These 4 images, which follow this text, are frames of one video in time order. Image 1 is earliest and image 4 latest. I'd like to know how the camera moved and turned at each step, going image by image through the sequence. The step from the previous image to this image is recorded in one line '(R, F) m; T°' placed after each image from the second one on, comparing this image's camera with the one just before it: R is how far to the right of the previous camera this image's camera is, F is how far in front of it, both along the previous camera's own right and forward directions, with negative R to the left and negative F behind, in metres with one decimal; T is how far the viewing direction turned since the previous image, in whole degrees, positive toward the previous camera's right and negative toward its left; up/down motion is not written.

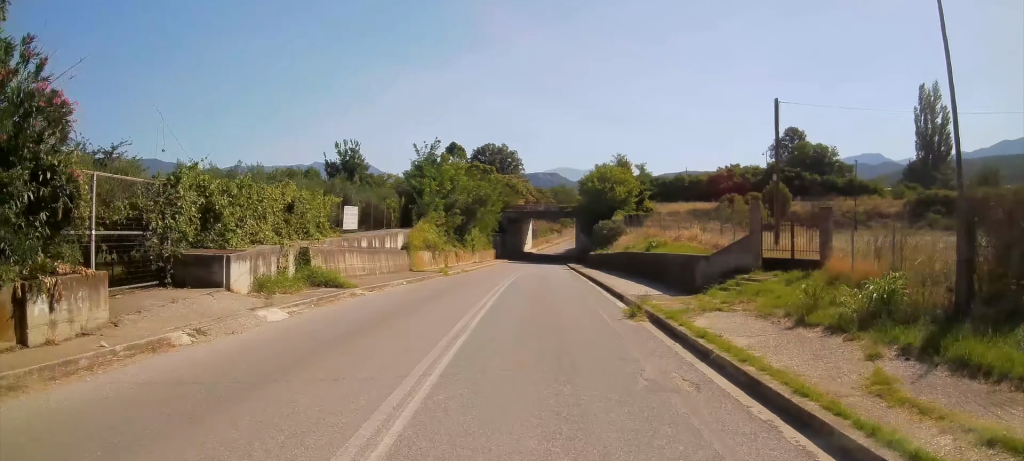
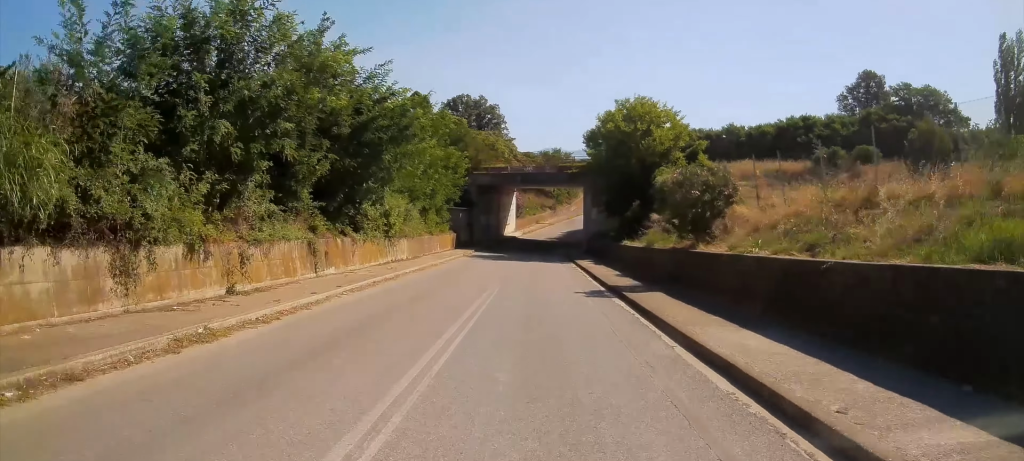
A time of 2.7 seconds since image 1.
(+0.8, +29.8) m; +2°
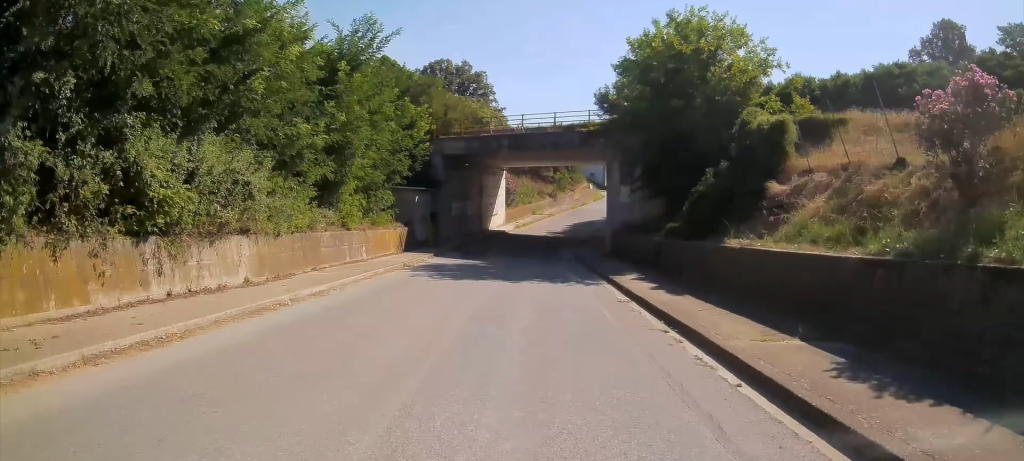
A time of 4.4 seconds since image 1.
(+0.1, +18.9) m; +1°
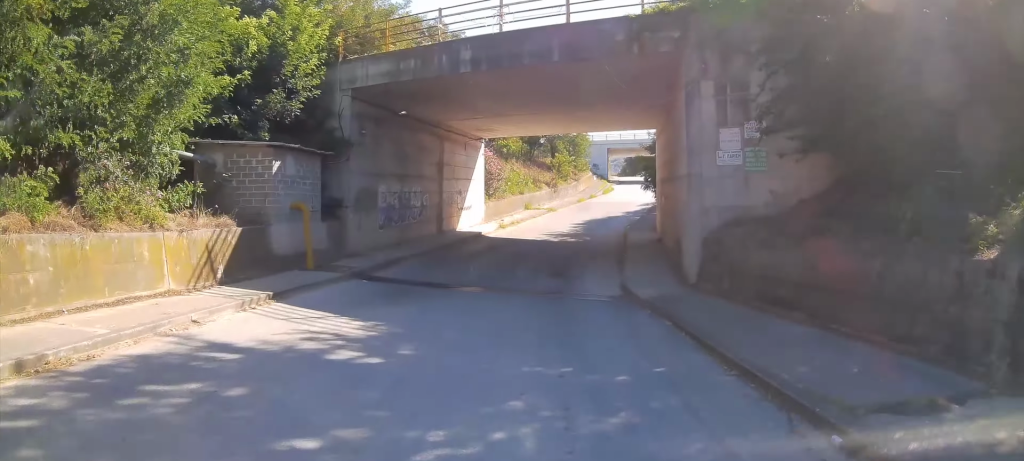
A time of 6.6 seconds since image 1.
(0.0, +21.9) m; +2°
